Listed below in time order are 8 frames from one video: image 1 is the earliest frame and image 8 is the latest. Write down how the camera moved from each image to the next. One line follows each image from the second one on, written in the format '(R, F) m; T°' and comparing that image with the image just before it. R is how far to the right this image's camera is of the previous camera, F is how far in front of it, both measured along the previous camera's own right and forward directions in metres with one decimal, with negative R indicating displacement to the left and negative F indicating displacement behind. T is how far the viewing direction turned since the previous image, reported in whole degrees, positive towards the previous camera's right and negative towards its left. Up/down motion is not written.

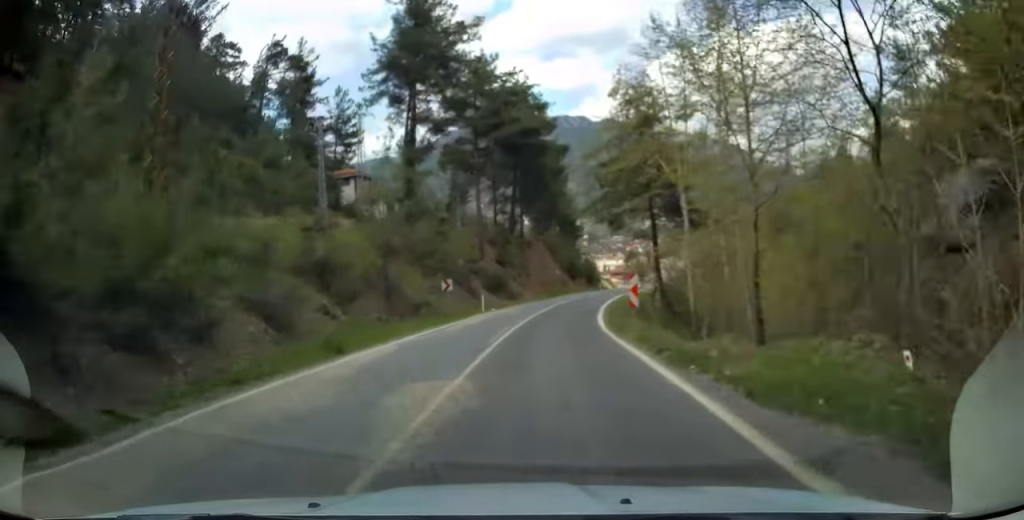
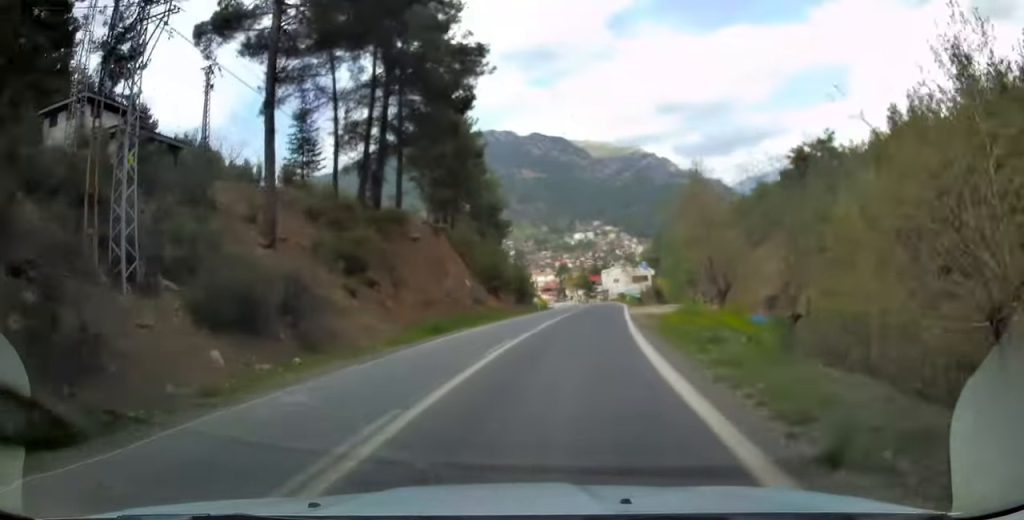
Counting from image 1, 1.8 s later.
(+1.4, +38.2) m; +5°
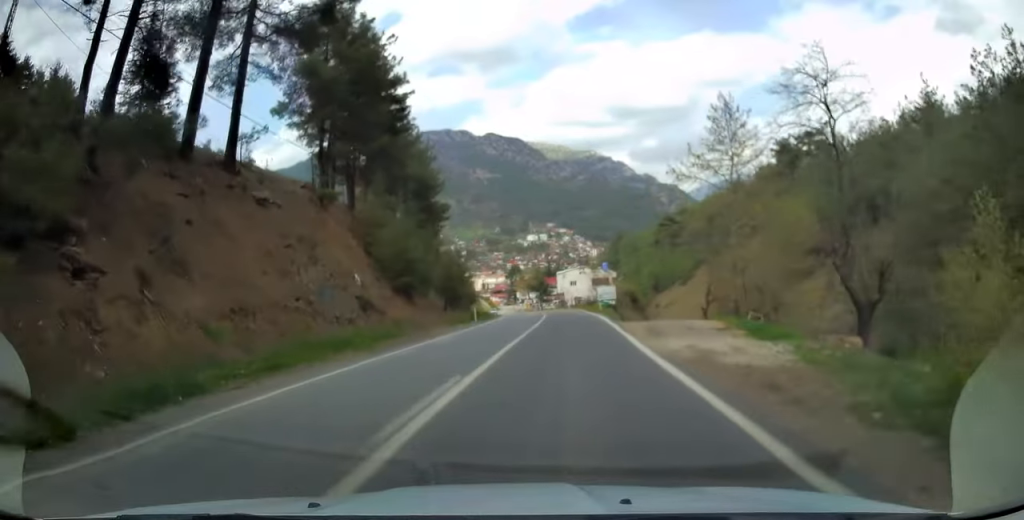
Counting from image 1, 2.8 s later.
(+0.7, +19.7) m; +3°
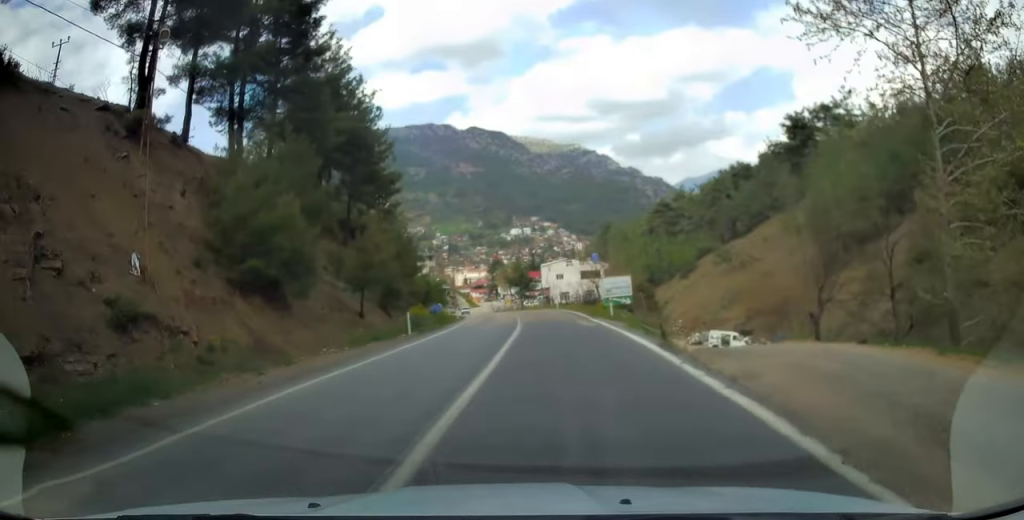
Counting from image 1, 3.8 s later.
(+0.4, +18.4) m; +2°
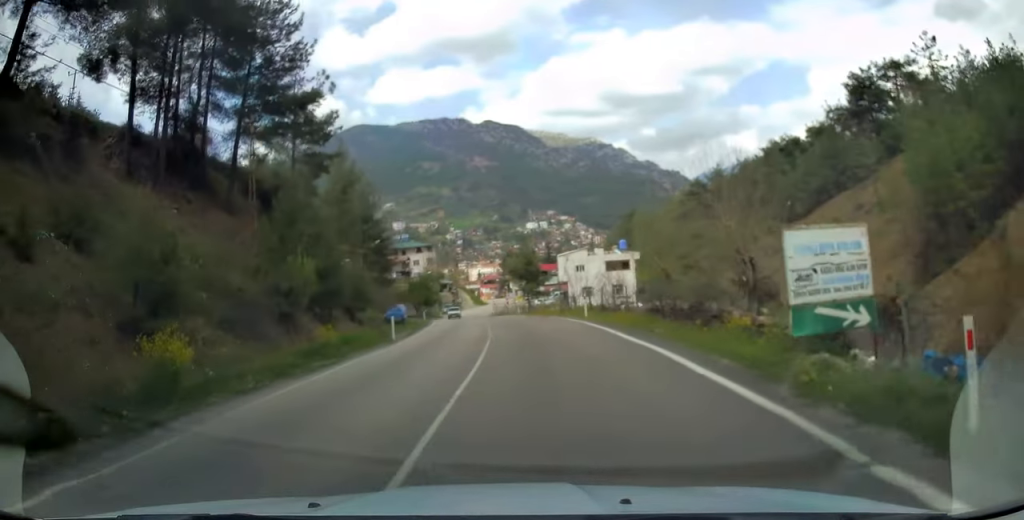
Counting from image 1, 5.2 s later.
(+0.4, +24.8) m; -1°
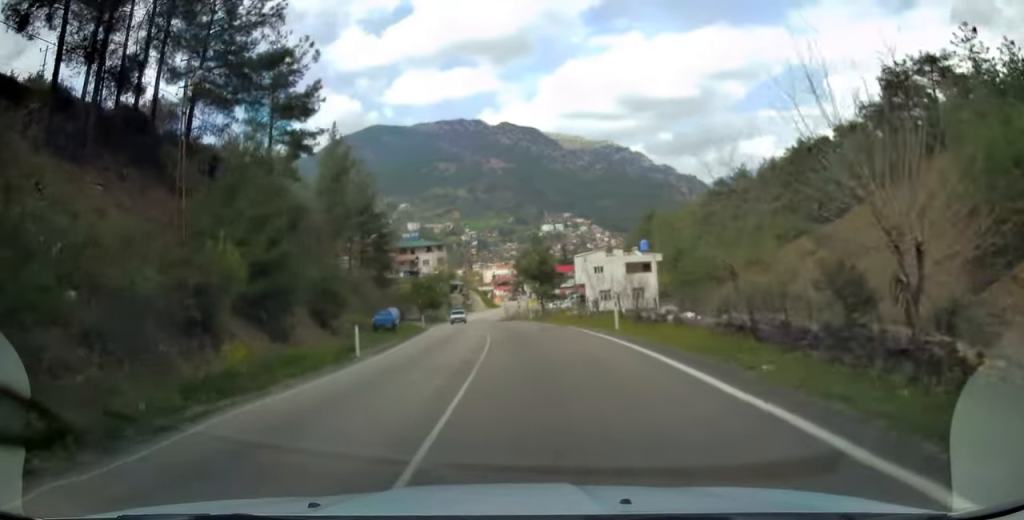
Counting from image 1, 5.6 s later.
(-0.1, +6.9) m; -2°
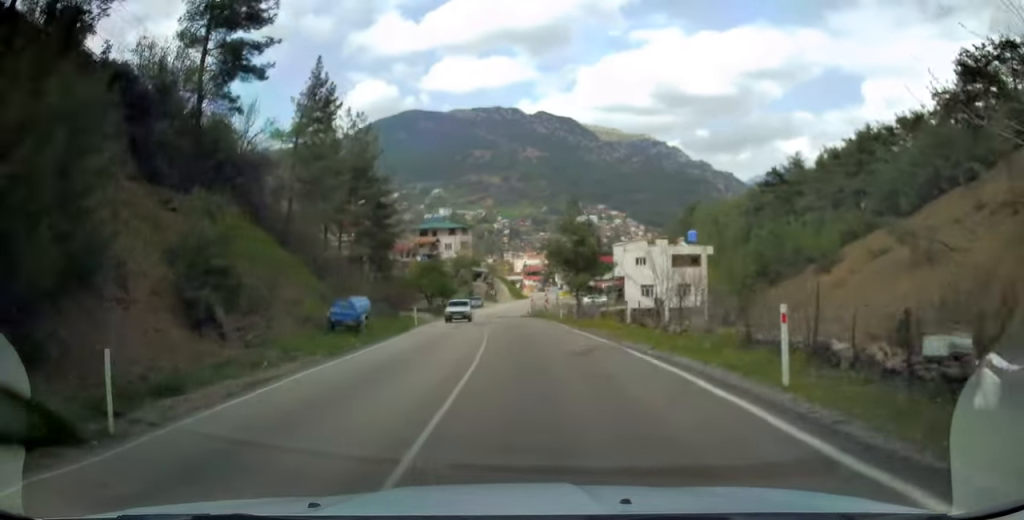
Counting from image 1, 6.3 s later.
(-0.4, +13.1) m; -3°
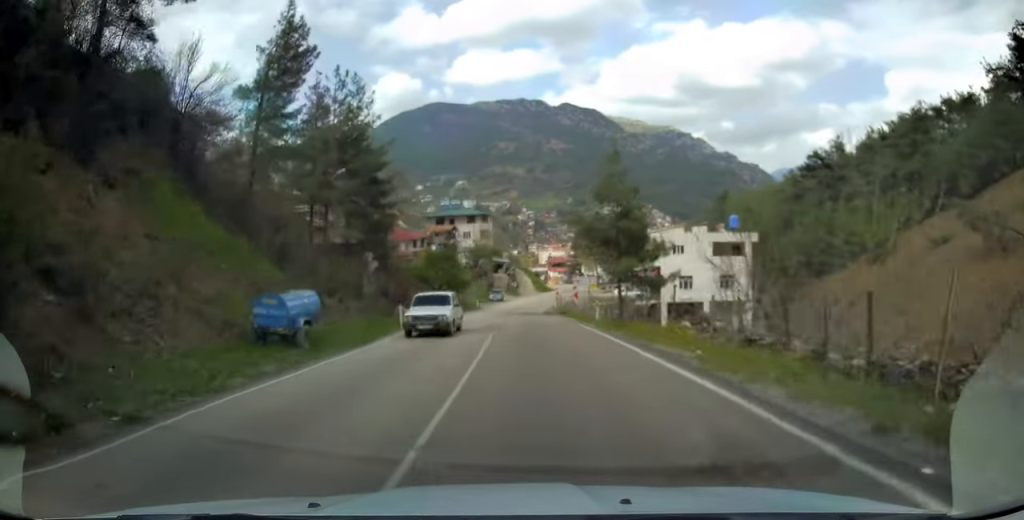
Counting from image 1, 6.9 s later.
(-0.3, +9.5) m; -2°
